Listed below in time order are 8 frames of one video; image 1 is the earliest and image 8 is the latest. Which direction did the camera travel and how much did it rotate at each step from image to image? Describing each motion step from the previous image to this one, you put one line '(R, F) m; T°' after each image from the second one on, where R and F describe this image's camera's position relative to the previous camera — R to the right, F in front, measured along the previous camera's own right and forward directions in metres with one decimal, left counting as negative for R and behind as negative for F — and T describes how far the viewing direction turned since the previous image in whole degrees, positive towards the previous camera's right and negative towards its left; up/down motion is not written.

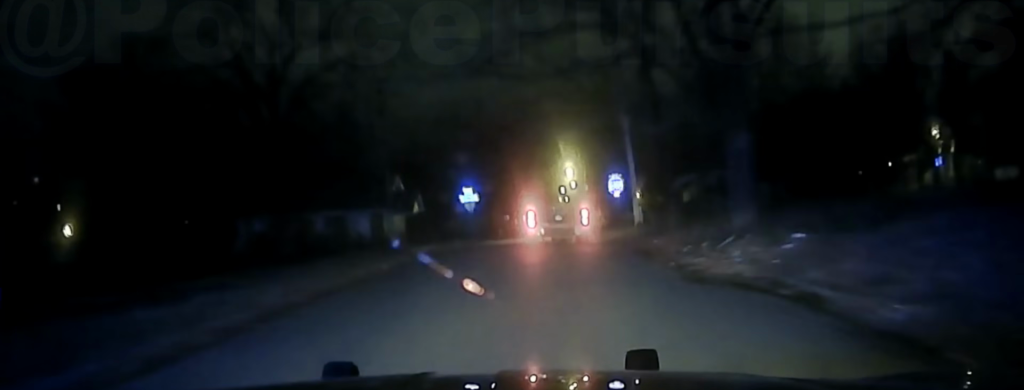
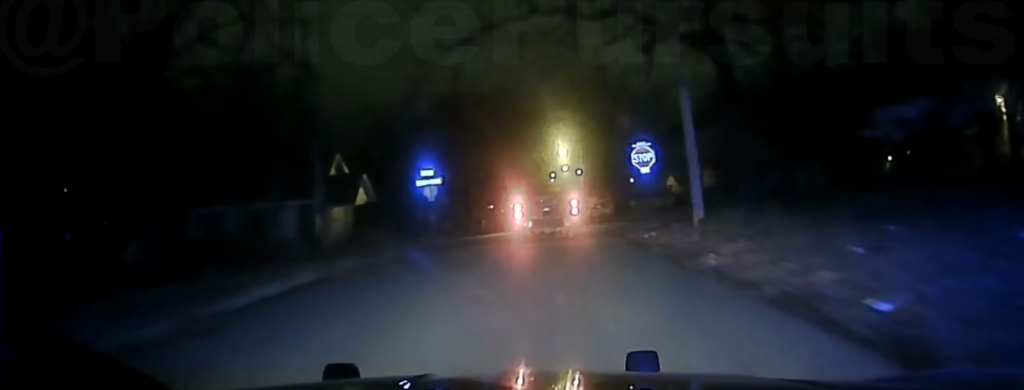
(-0.2, +20.0) m; 0°
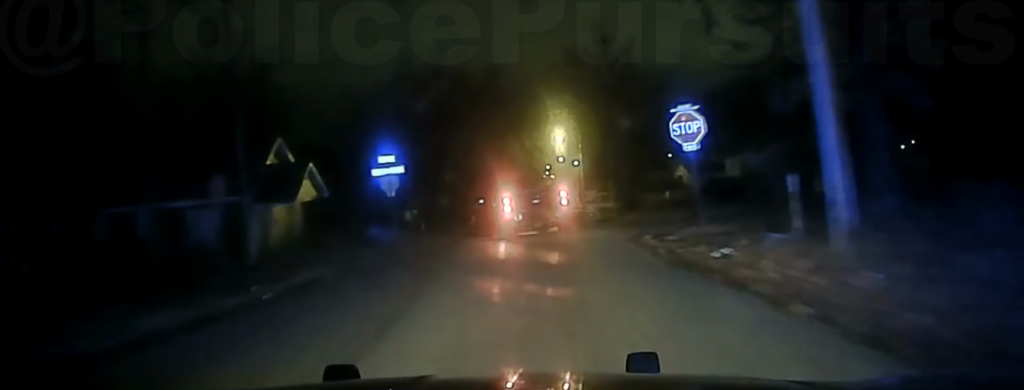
(+0.1, +11.8) m; 0°
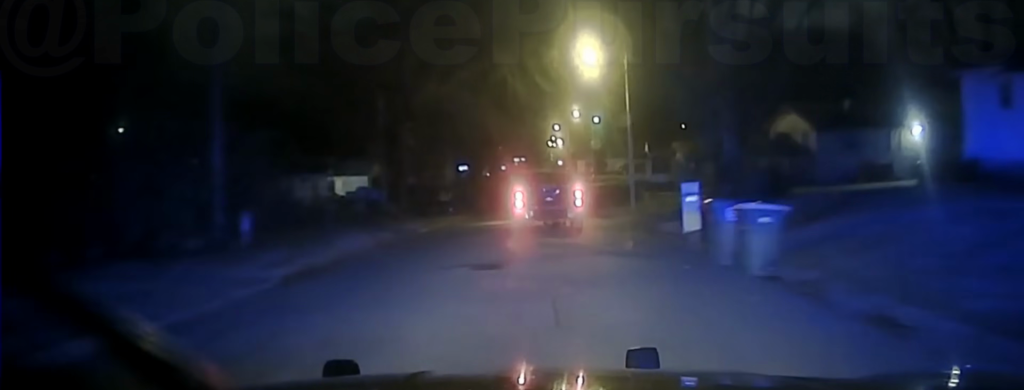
(+0.5, +37.3) m; +1°
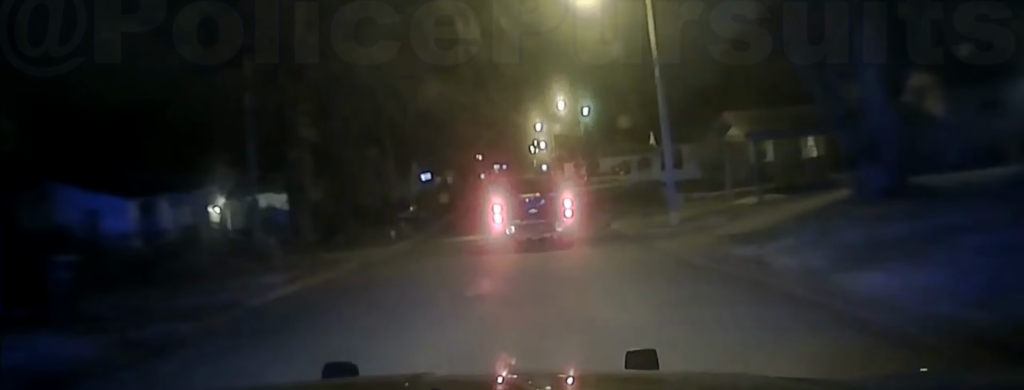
(+0.1, +14.9) m; 0°
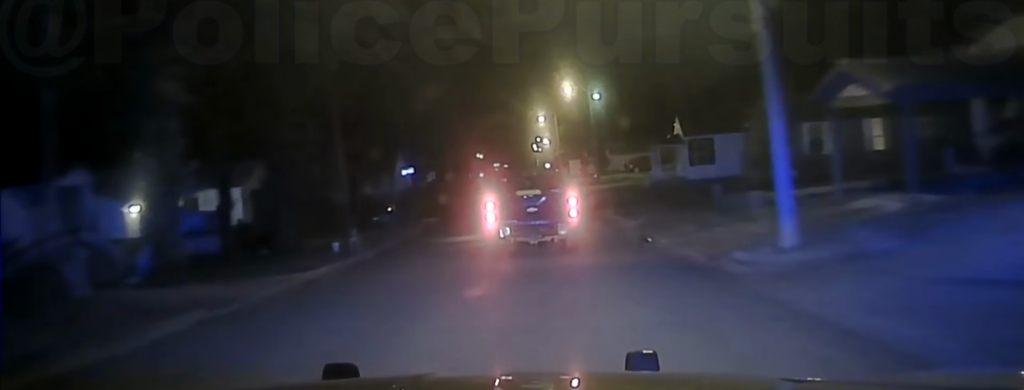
(0.0, +8.8) m; 0°
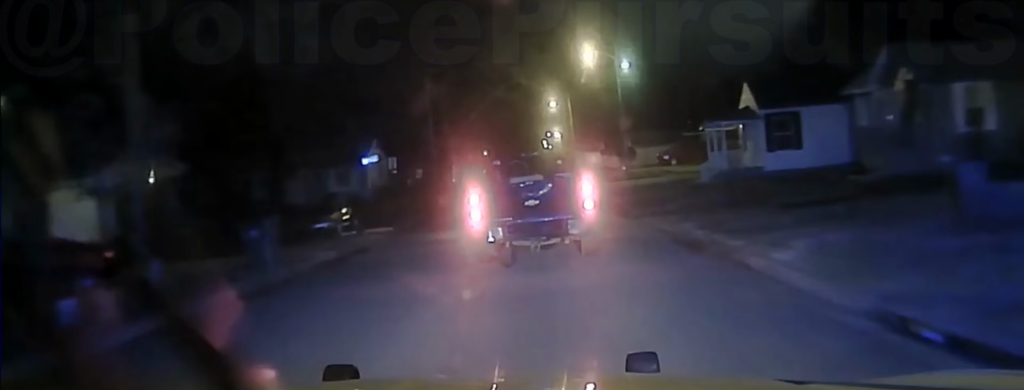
(-0.1, +14.9) m; -1°
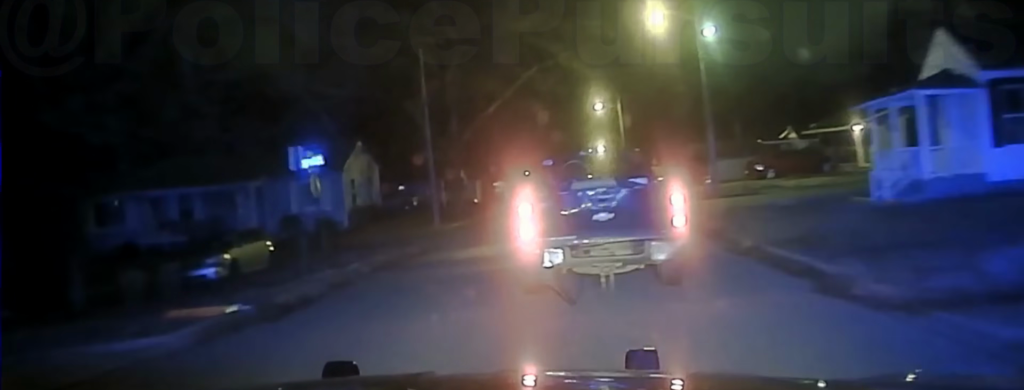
(-0.3, +19.3) m; -1°
